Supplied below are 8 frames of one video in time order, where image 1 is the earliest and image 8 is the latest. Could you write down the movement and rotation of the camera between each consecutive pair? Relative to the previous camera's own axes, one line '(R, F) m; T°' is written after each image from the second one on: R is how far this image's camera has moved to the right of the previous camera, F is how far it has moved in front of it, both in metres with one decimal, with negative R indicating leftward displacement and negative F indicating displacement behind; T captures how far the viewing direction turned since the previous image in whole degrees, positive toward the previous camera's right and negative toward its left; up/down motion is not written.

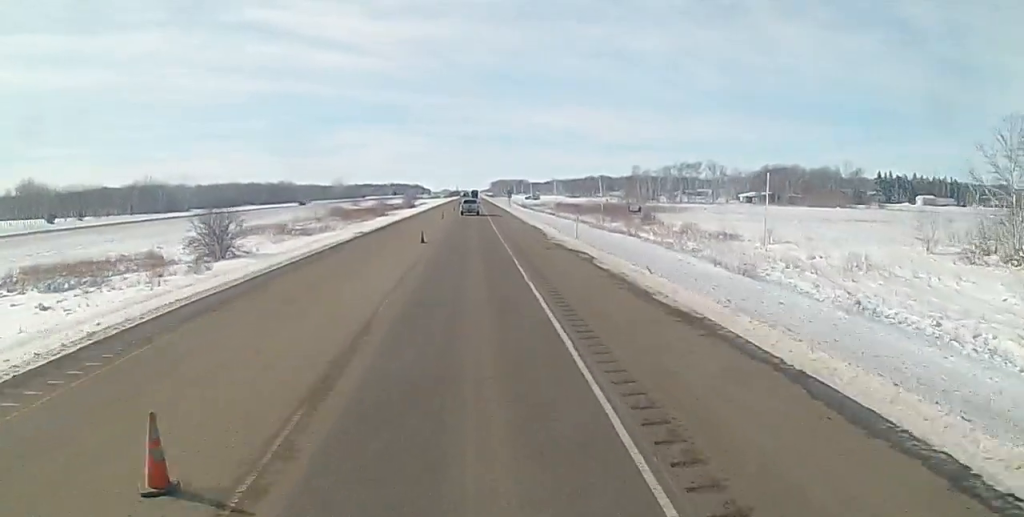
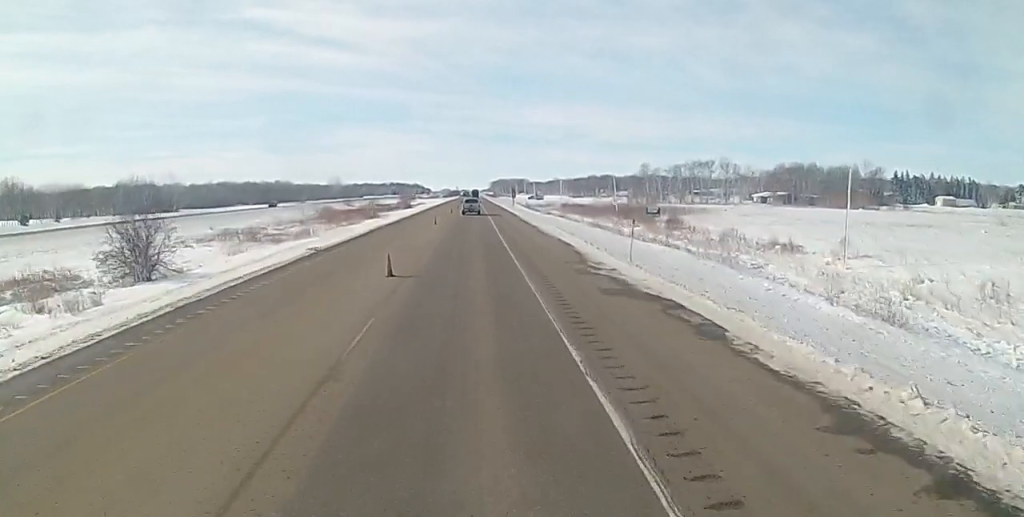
(+0.4, +17.1) m; +2°
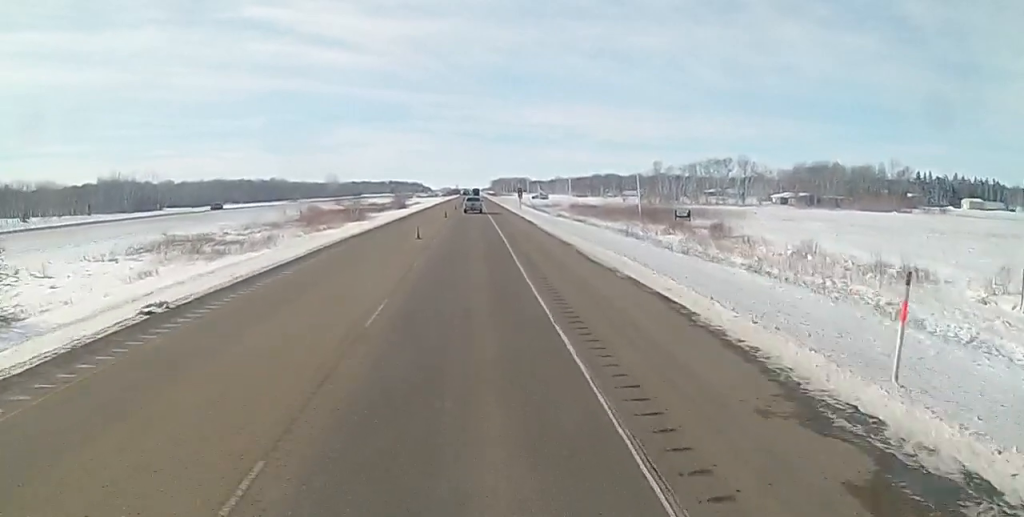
(0.0, +21.3) m; 0°
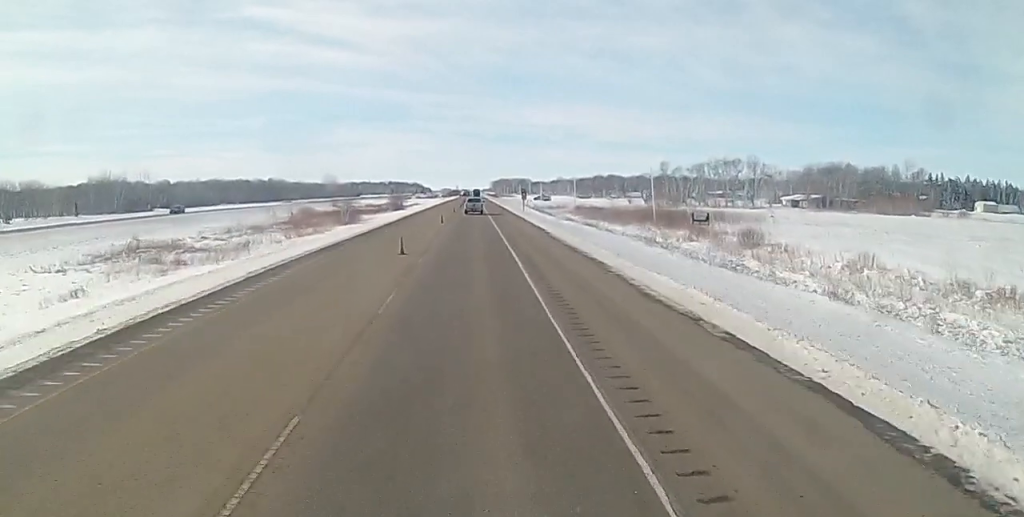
(0.0, +10.3) m; 0°
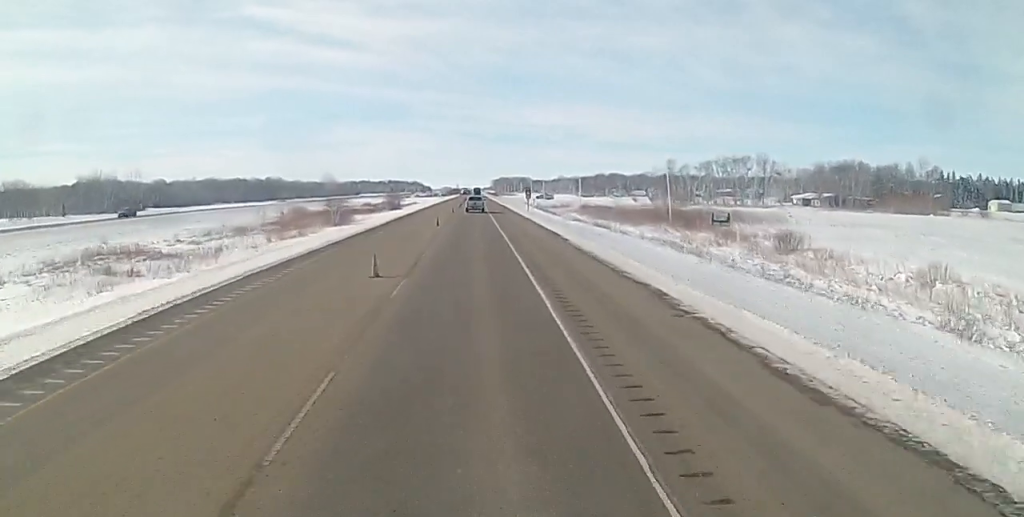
(0.0, +9.7) m; -1°
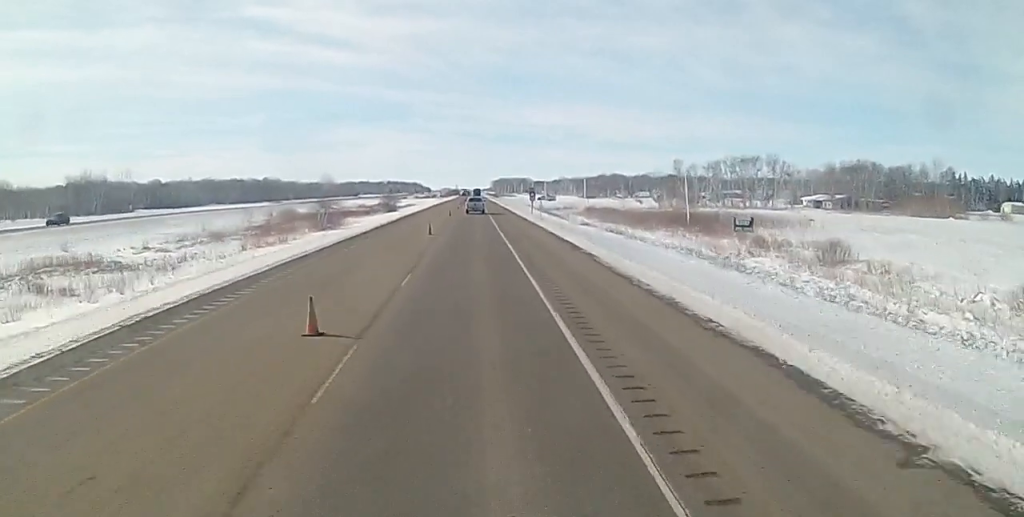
(+0.1, +9.7) m; -1°
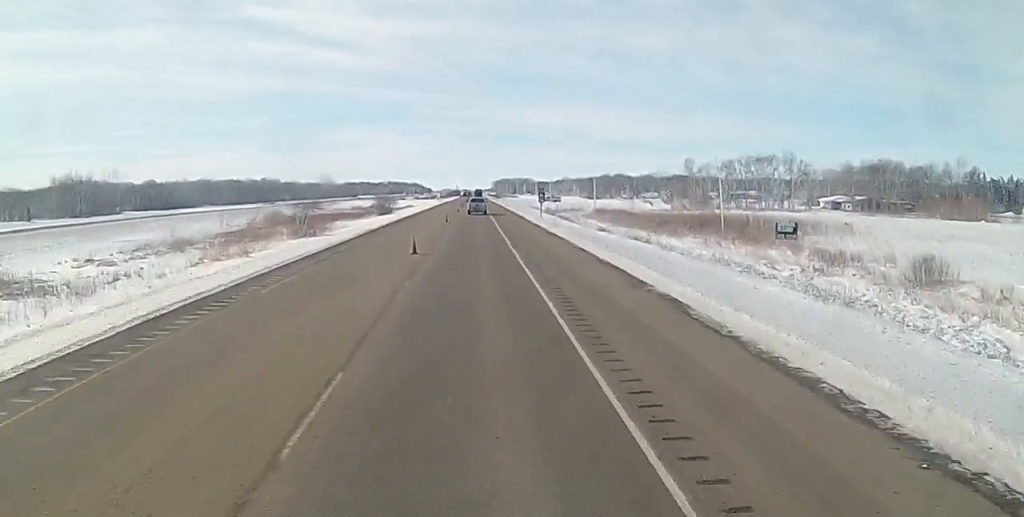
(-0.3, +14.0) m; 0°
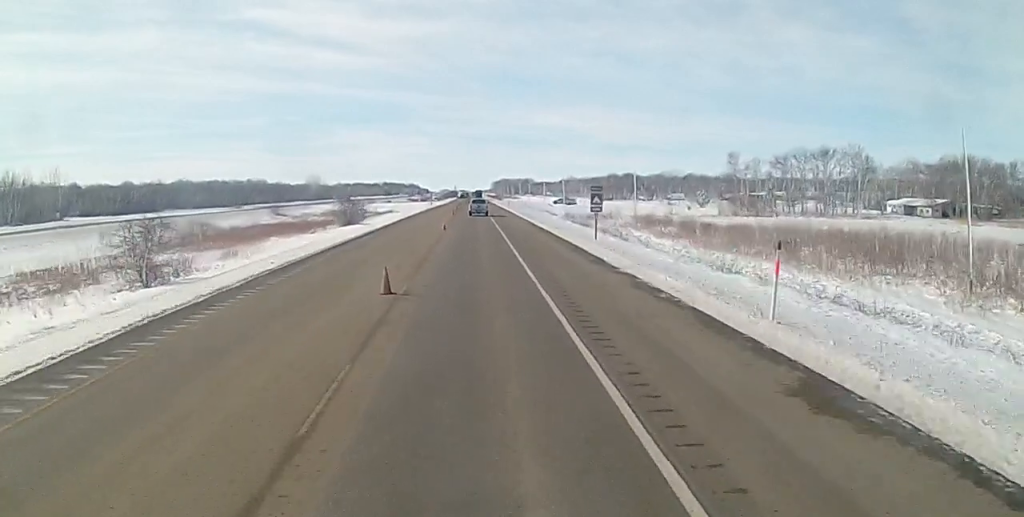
(+0.9, +47.3) m; +2°
